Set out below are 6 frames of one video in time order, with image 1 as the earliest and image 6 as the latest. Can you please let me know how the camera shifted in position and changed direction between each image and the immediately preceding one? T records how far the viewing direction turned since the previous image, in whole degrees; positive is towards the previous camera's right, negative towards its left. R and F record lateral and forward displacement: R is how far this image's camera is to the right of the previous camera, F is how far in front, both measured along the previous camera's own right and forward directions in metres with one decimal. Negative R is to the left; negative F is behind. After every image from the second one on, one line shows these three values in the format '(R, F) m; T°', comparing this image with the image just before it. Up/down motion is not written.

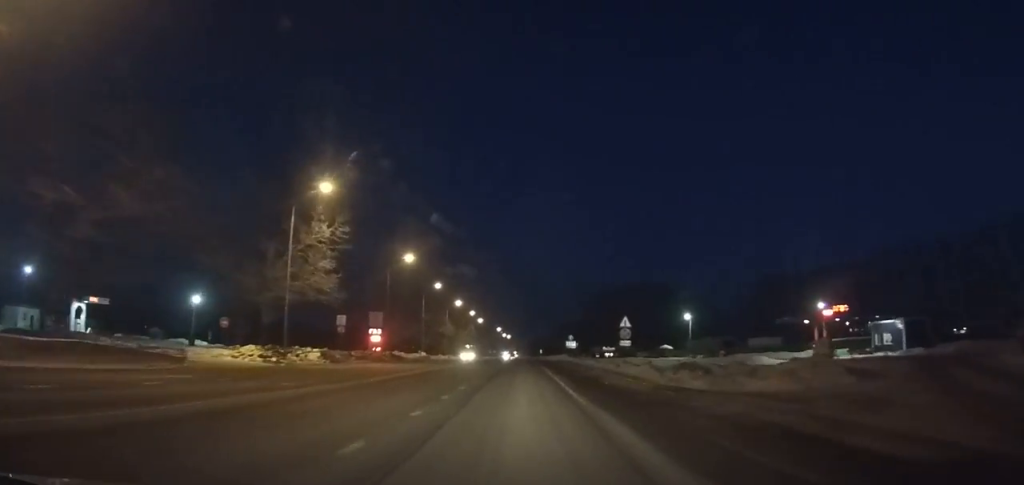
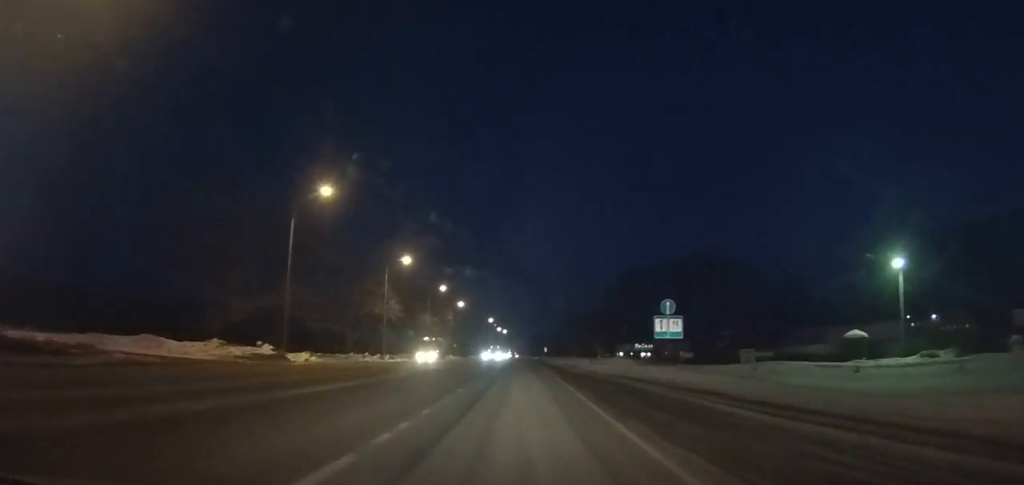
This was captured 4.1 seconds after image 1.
(-0.5, +55.9) m; -1°
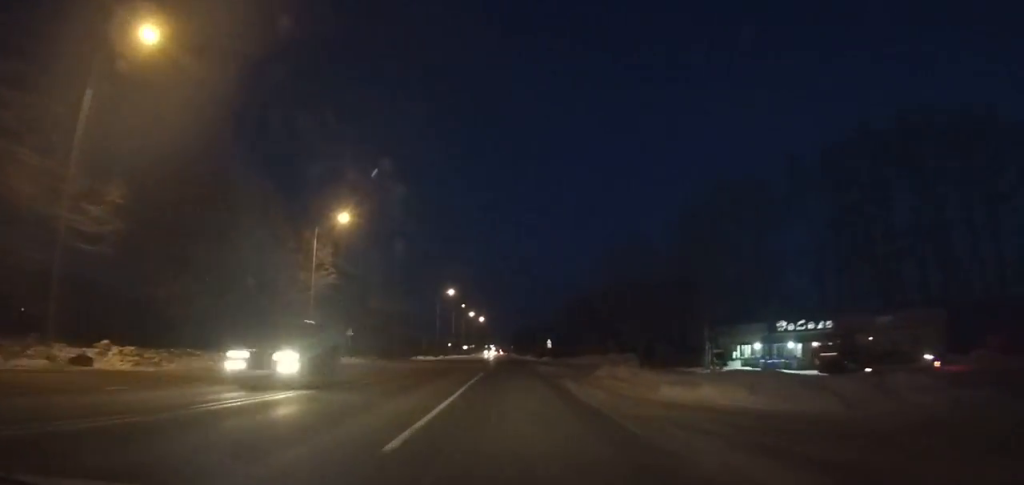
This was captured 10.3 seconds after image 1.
(+1.5, +83.5) m; +2°
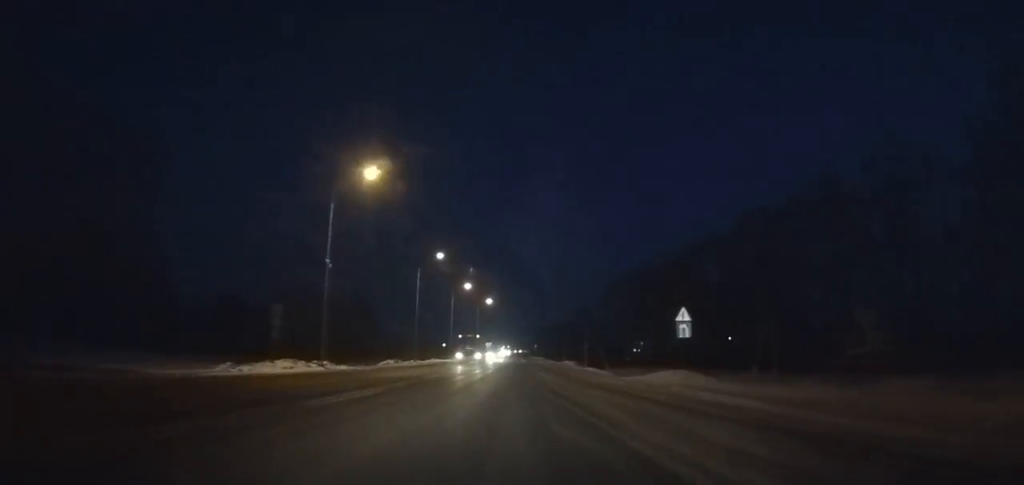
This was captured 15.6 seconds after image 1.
(-1.4, +80.0) m; -2°
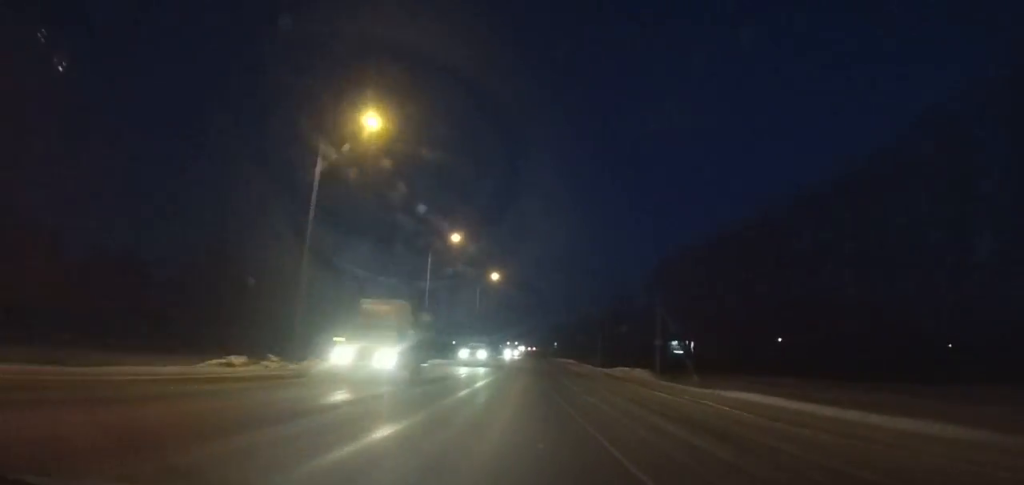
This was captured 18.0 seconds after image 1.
(-0.2, +40.3) m; 0°
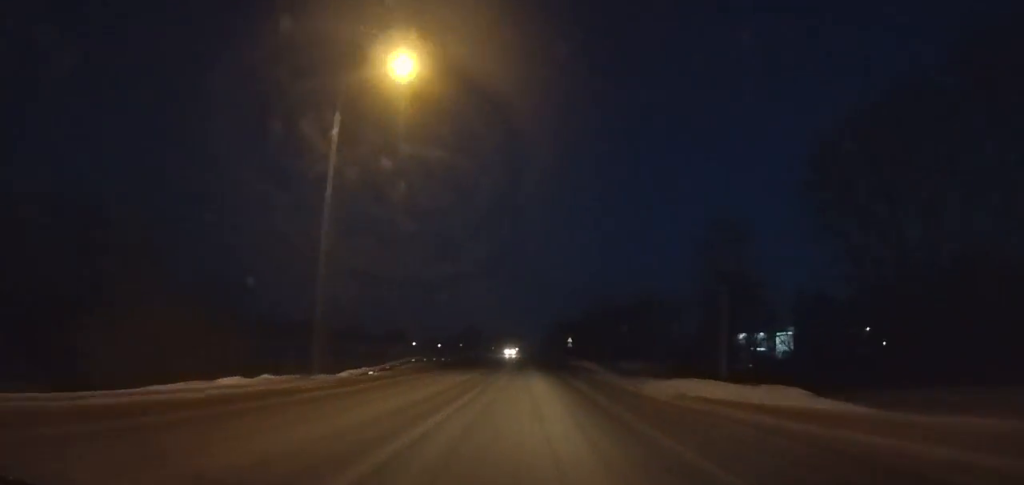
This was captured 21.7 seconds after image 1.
(+0.3, +66.5) m; 0°
